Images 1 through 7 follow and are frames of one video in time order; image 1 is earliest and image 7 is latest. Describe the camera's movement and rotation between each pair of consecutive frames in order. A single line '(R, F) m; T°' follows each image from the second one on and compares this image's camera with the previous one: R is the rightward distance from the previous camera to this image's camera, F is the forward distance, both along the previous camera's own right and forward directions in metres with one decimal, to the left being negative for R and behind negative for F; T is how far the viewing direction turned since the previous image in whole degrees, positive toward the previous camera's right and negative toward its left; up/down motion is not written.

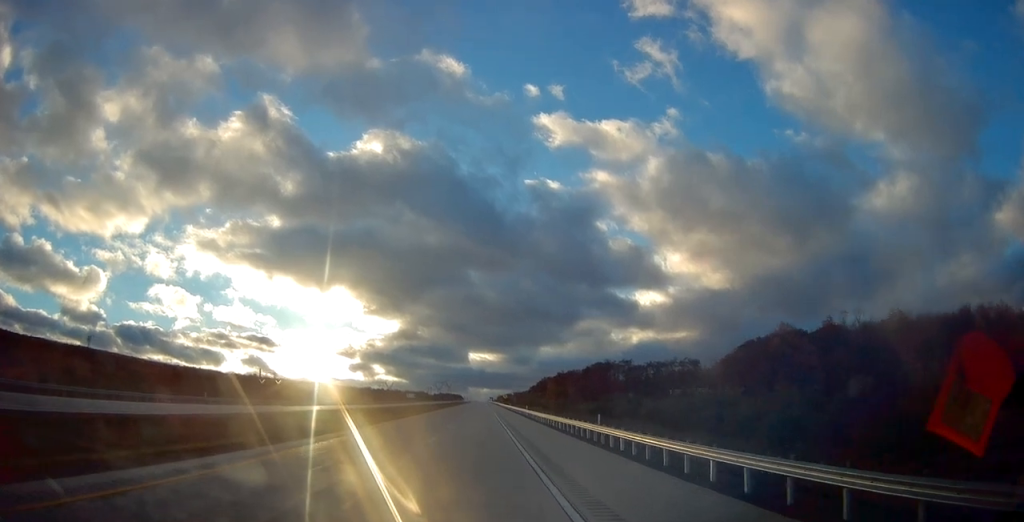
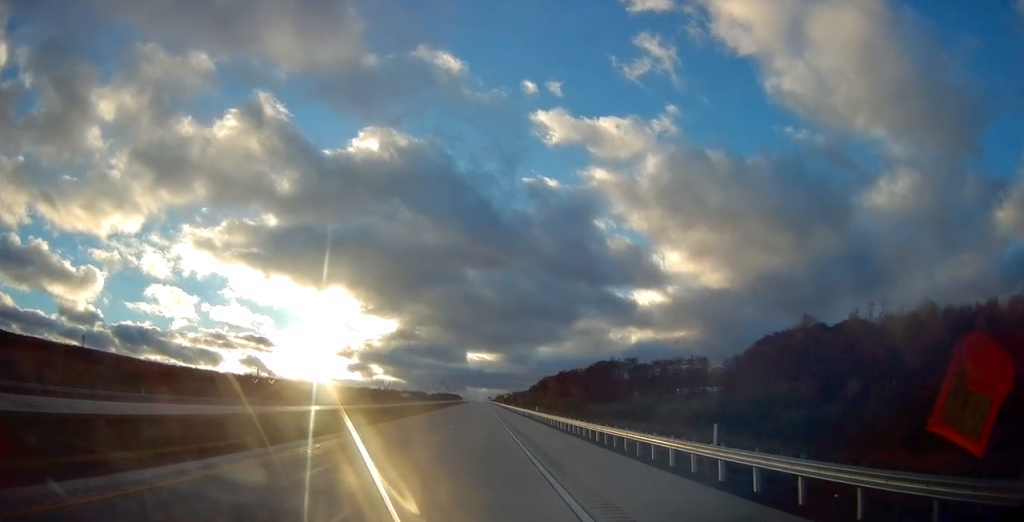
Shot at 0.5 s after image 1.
(+0.1, +13.5) m; 0°
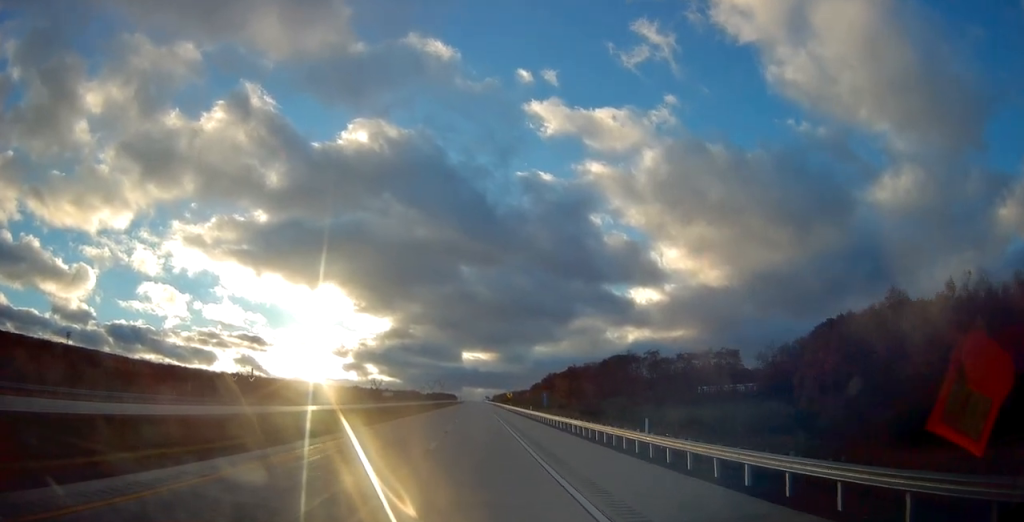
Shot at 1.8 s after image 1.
(-0.1, +38.8) m; 0°
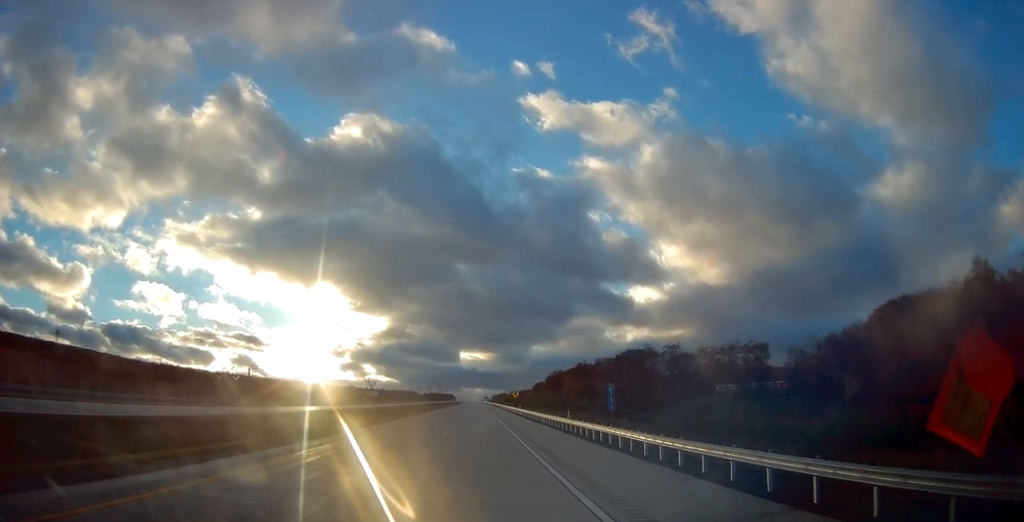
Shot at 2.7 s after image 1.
(+0.2, +27.5) m; +1°
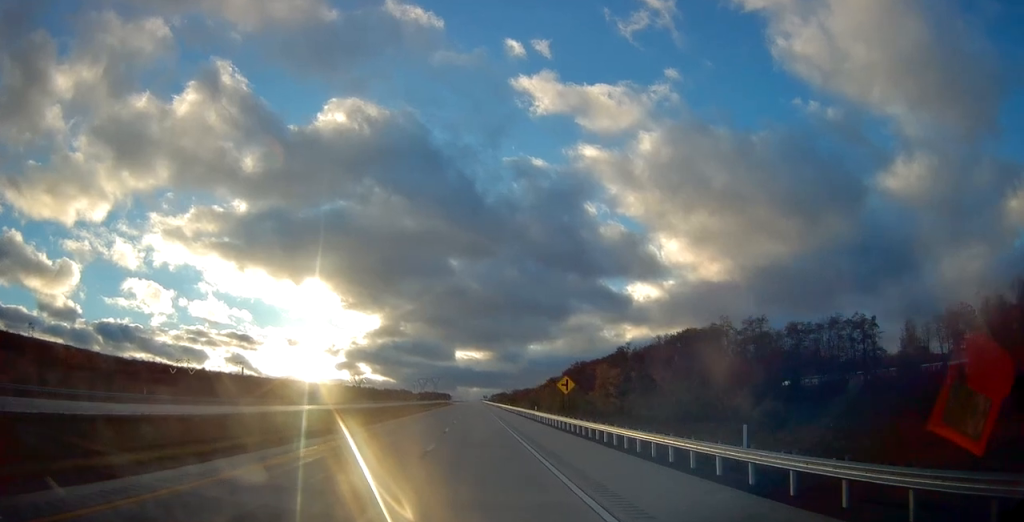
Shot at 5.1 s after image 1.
(+0.2, +69.3) m; 0°
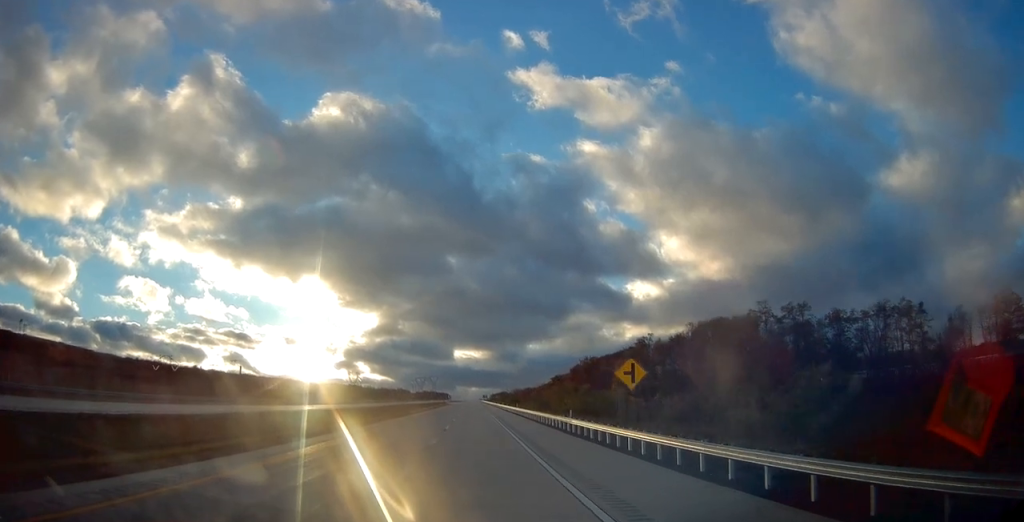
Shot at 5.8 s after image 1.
(-0.1, +21.8) m; 0°
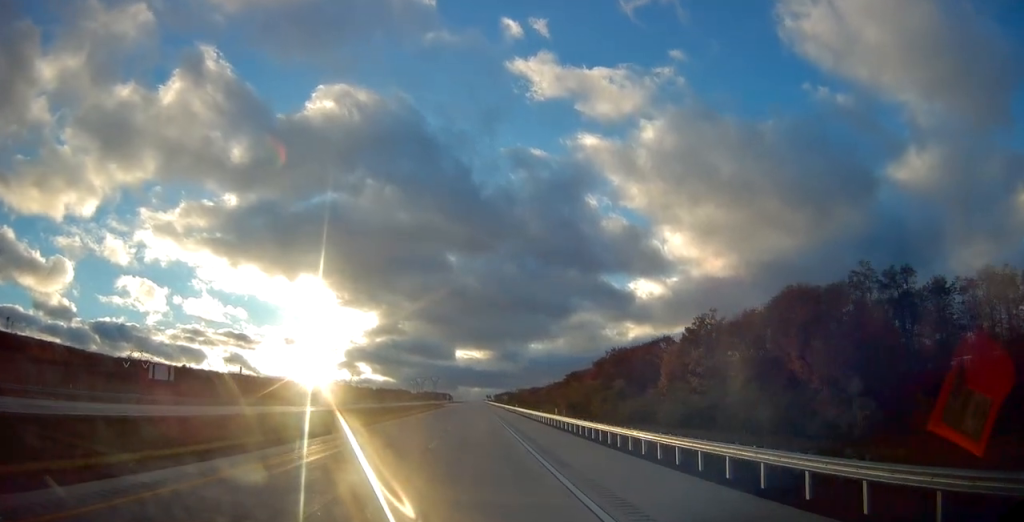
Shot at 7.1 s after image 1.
(+0.2, +37.7) m; 0°
